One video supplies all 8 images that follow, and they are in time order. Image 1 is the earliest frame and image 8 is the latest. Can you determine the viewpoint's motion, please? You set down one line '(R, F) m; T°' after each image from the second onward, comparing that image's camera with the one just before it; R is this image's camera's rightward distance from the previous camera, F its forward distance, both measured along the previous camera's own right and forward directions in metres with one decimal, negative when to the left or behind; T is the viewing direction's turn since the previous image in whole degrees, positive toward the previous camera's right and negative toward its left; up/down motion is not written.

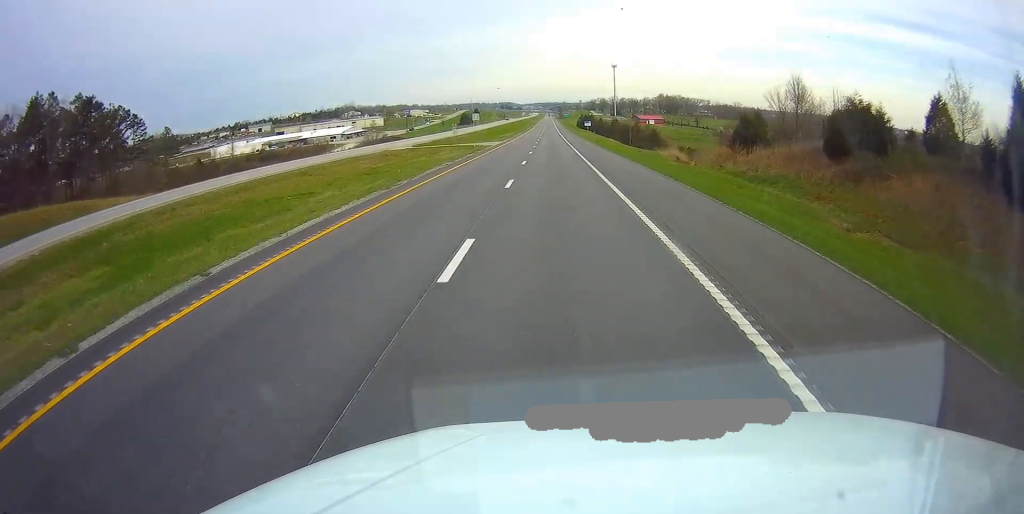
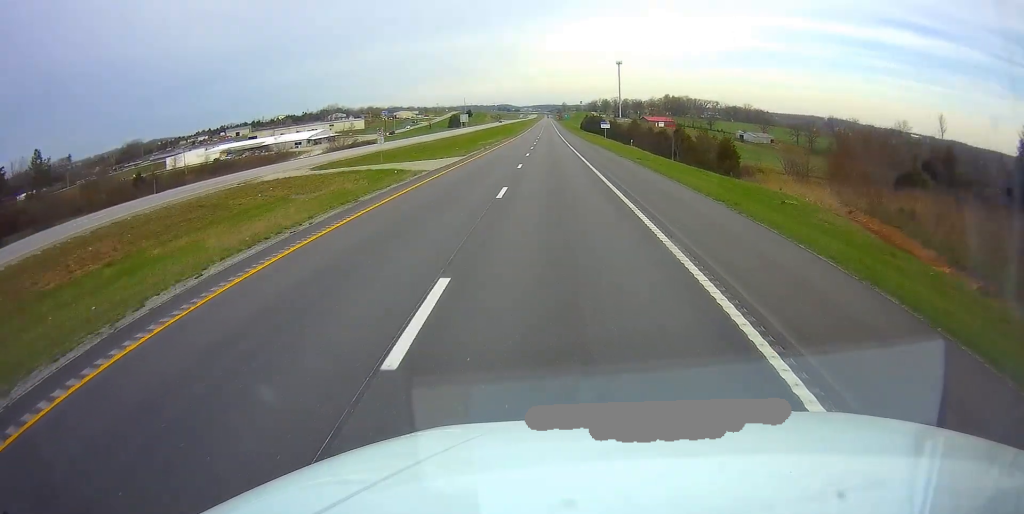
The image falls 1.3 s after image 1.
(+0.3, +39.2) m; 0°
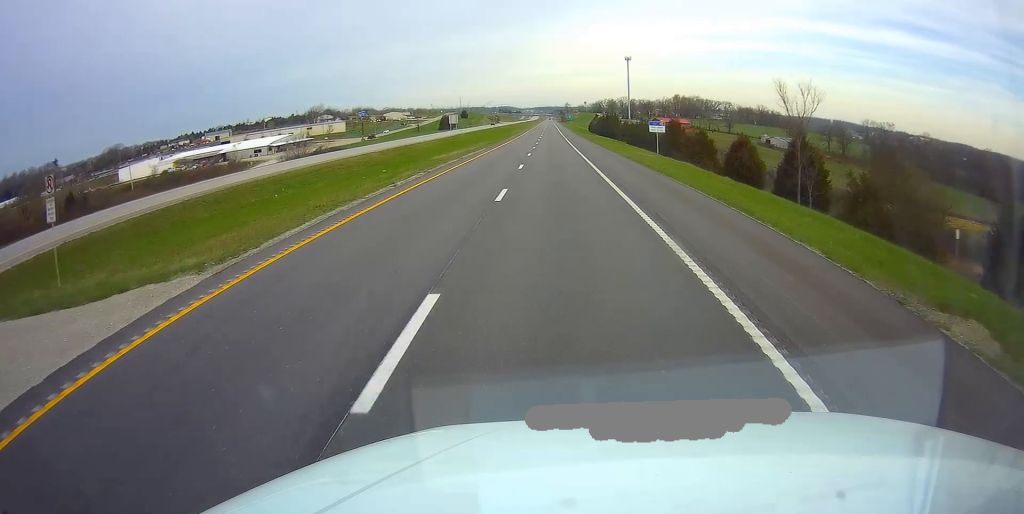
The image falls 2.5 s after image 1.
(-0.2, +37.1) m; 0°
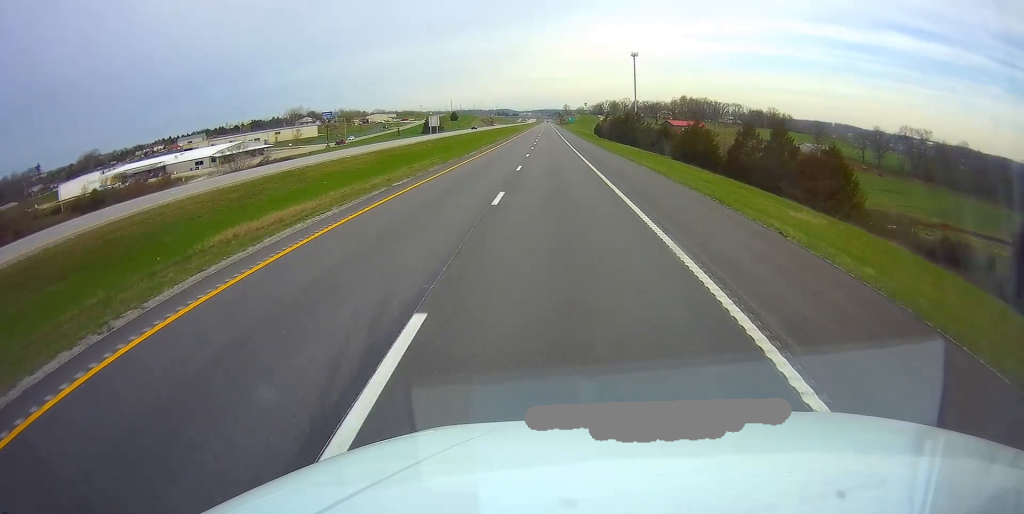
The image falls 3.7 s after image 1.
(+0.2, +37.1) m; 0°
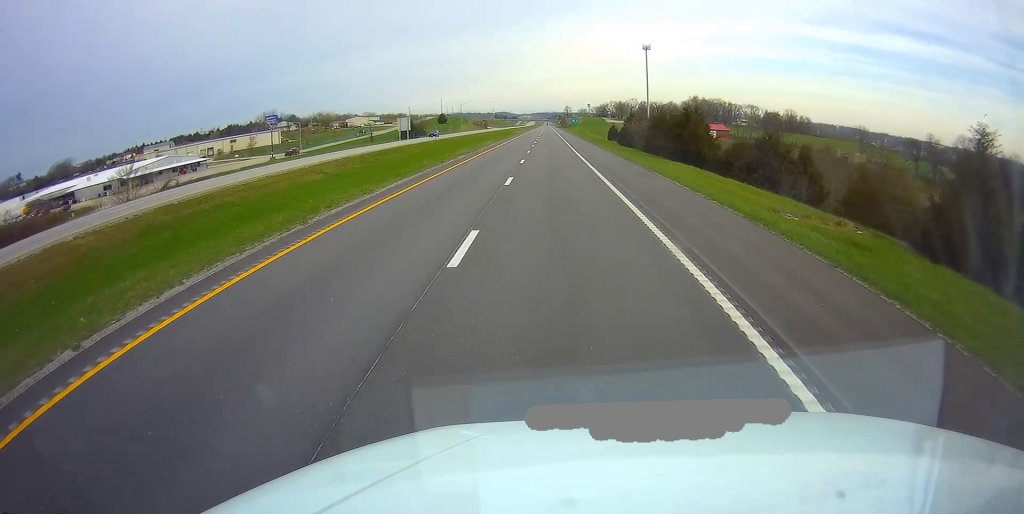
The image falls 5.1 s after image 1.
(-0.4, +43.3) m; -1°
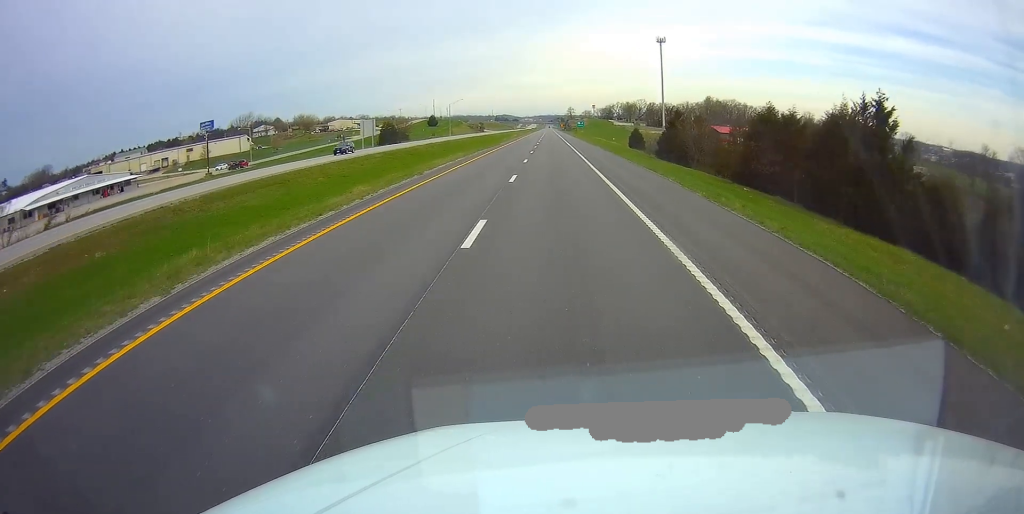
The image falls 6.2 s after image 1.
(+0.1, +35.0) m; 0°
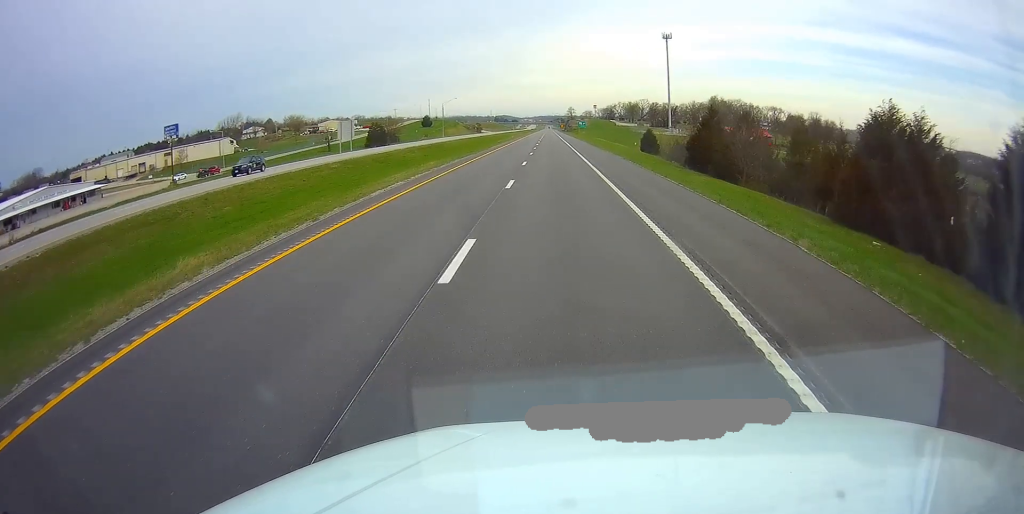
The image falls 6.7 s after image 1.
(0.0, +14.4) m; 0°
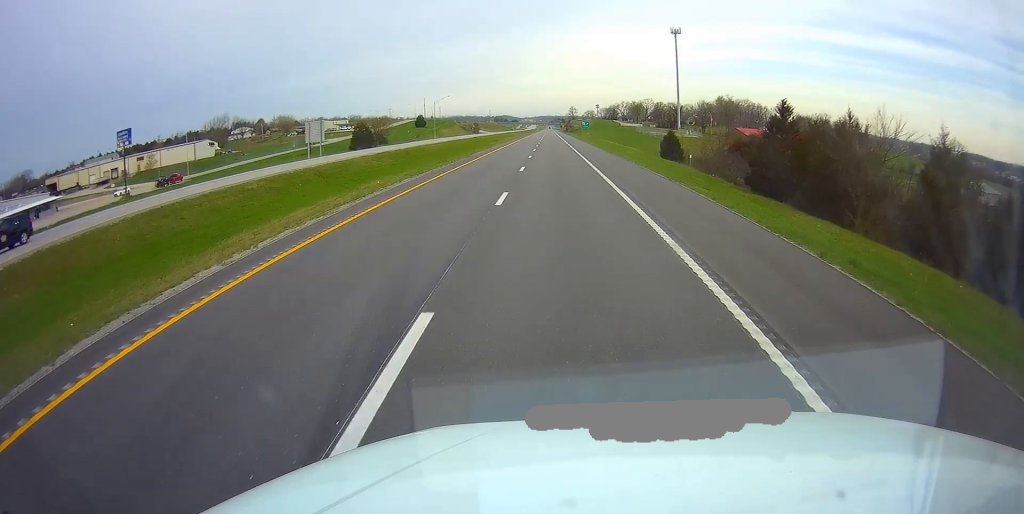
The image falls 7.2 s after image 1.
(0.0, +16.4) m; 0°
